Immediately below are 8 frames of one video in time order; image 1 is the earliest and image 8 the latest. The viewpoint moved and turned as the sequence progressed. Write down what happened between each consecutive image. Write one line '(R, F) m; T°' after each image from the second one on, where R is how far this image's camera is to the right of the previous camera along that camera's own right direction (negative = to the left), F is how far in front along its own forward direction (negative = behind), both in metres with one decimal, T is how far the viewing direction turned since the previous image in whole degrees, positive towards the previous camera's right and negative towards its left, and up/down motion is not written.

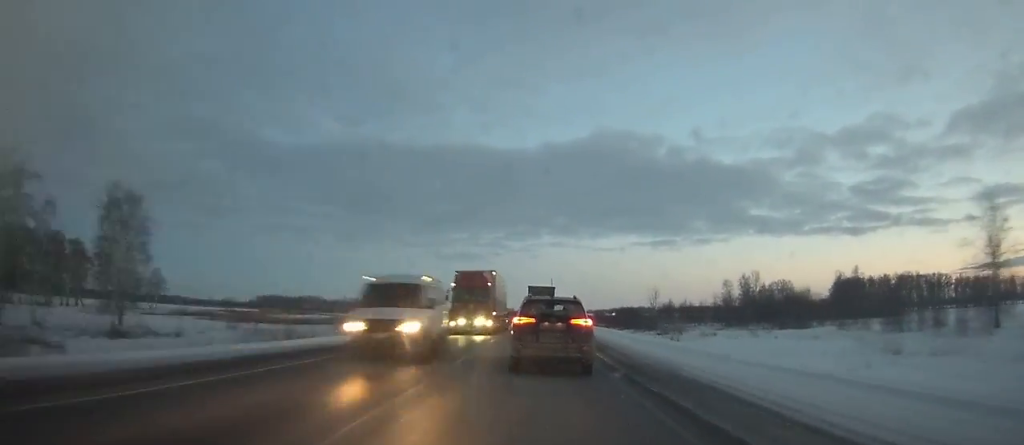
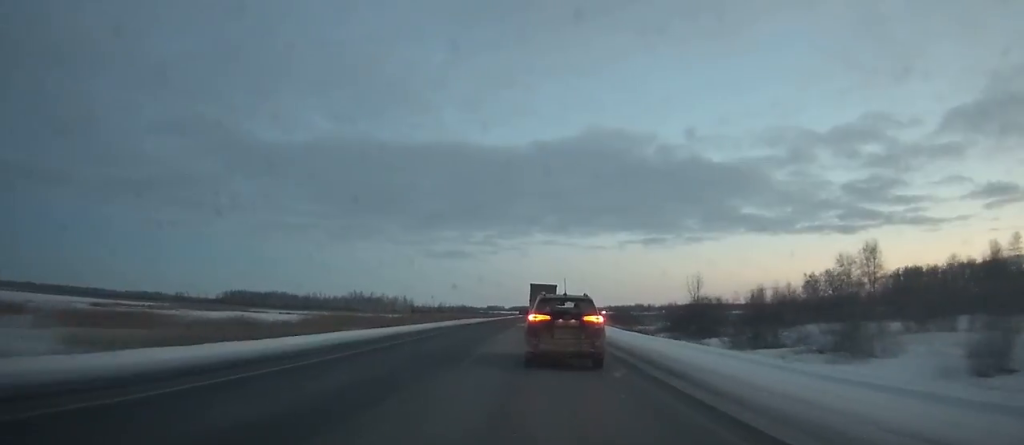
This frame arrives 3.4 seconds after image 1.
(+0.1, +60.3) m; +1°
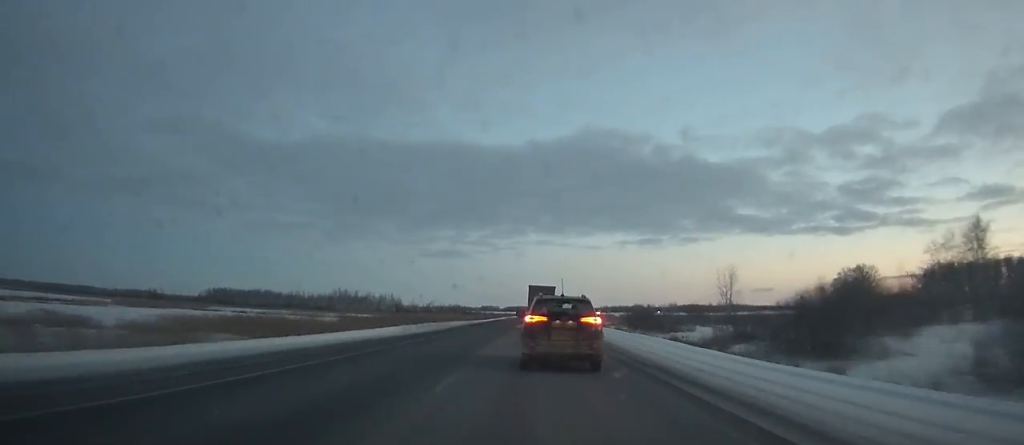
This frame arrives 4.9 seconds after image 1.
(0.0, +27.0) m; +1°
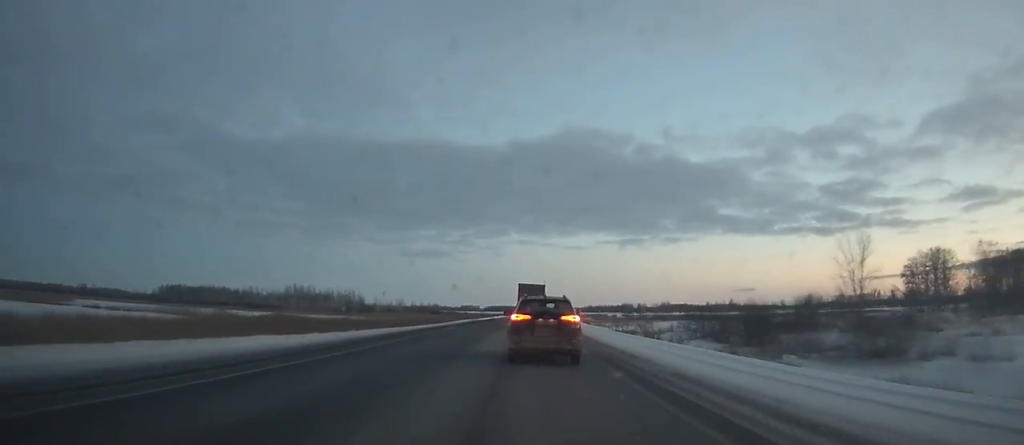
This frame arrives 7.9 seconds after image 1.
(+0.6, +54.6) m; +2°
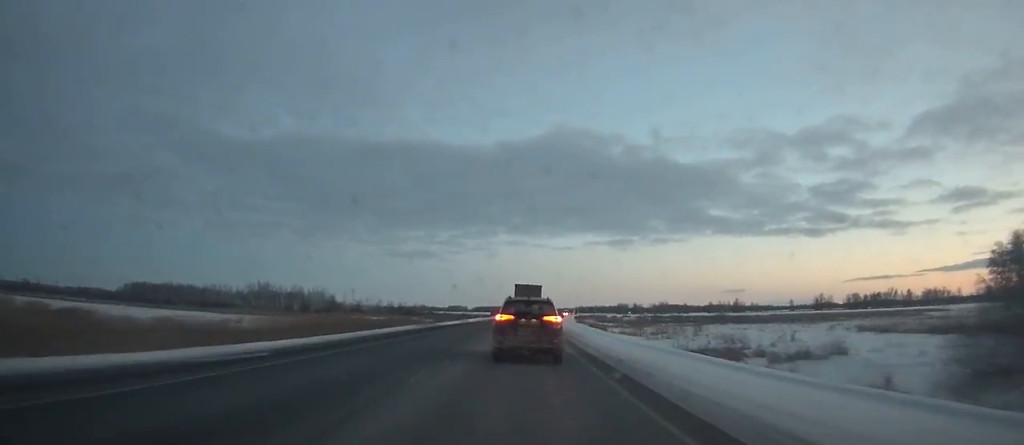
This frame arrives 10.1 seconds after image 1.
(+0.7, +40.5) m; +1°
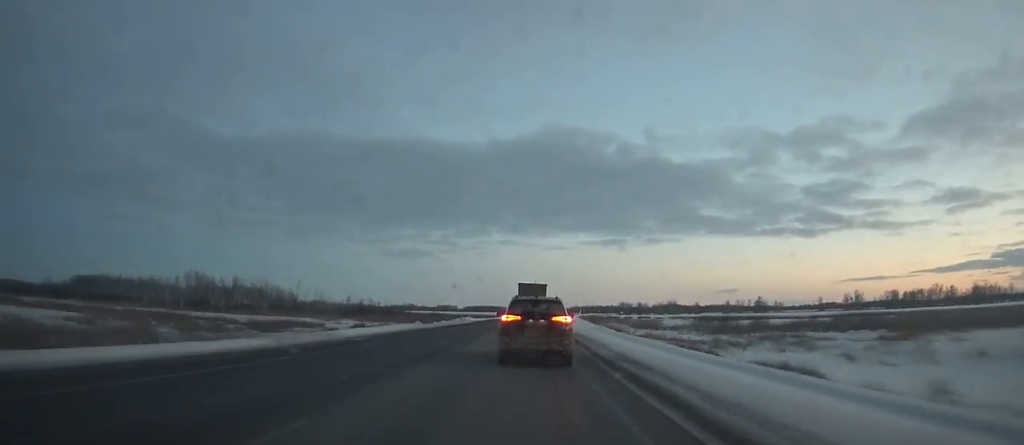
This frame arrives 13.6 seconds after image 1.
(+0.7, +64.7) m; +1°
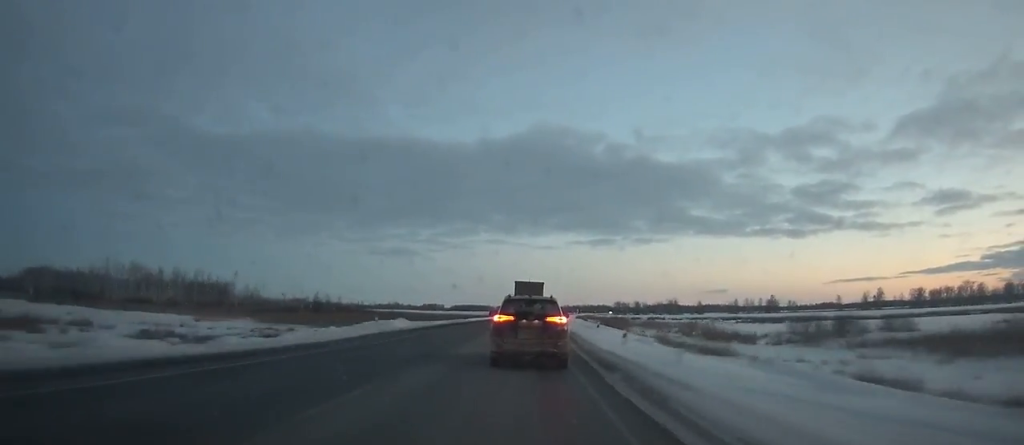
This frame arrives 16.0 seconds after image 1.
(+0.4, +44.1) m; +1°
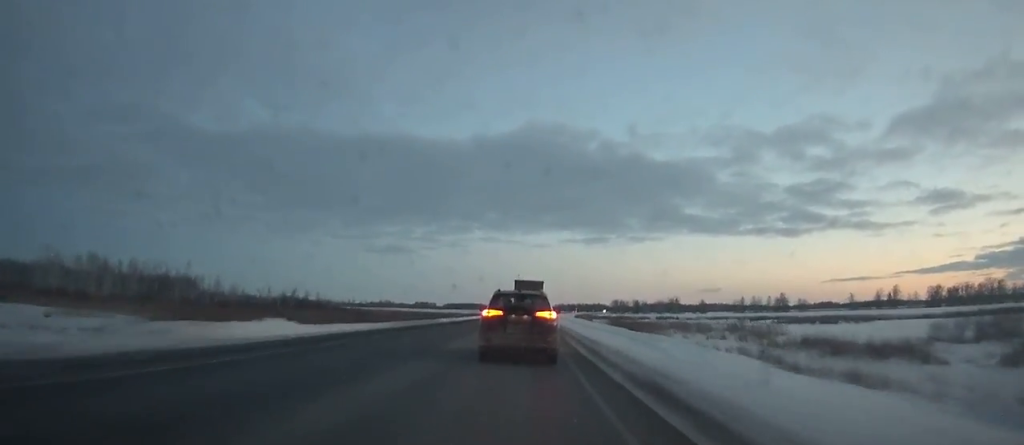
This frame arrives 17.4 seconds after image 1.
(0.0, +25.7) m; +1°
